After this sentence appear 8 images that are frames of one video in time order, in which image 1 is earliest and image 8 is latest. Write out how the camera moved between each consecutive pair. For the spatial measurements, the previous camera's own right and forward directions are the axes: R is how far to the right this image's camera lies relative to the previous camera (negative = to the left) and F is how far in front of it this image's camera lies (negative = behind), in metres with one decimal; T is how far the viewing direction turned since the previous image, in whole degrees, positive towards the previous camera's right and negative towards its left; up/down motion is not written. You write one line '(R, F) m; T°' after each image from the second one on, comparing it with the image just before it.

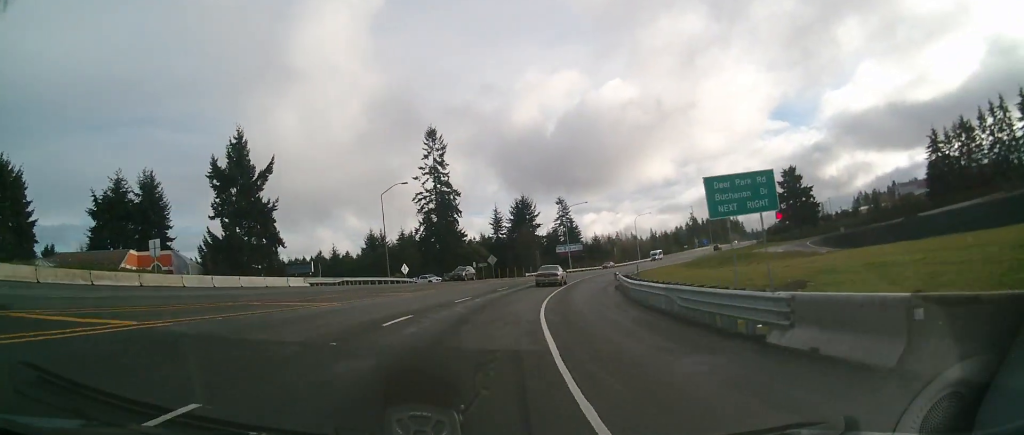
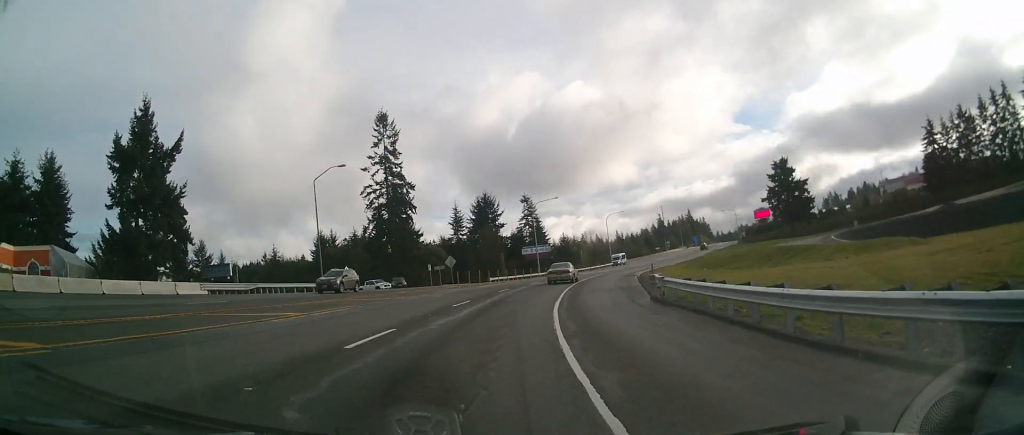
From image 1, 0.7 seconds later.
(+0.5, +15.7) m; +4°
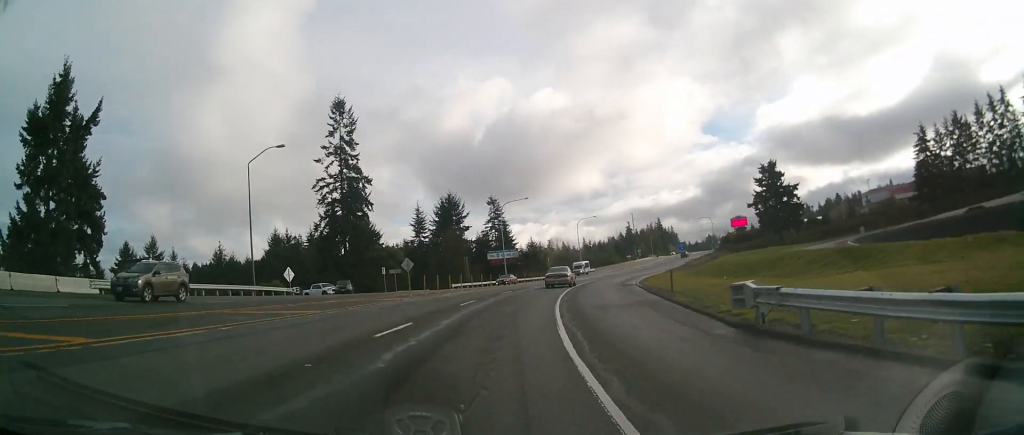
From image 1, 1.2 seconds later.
(-0.3, +10.5) m; +4°
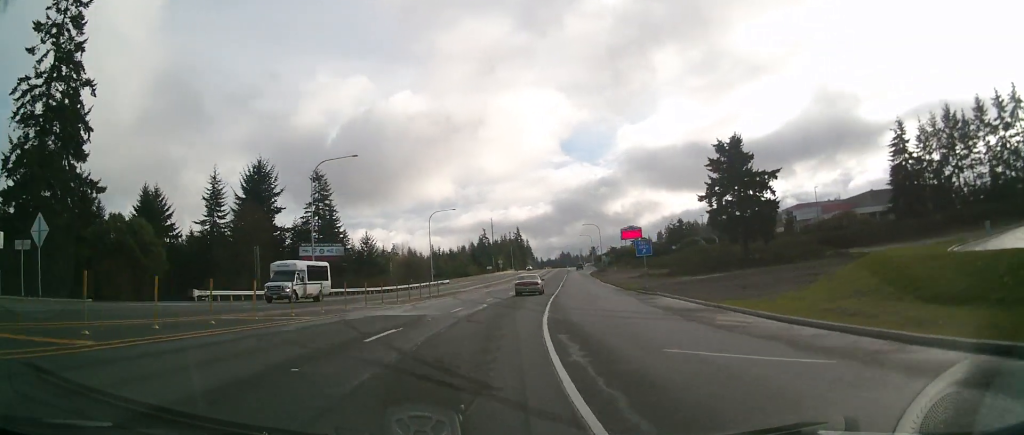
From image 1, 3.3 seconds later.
(+6.3, +47.0) m; +14°
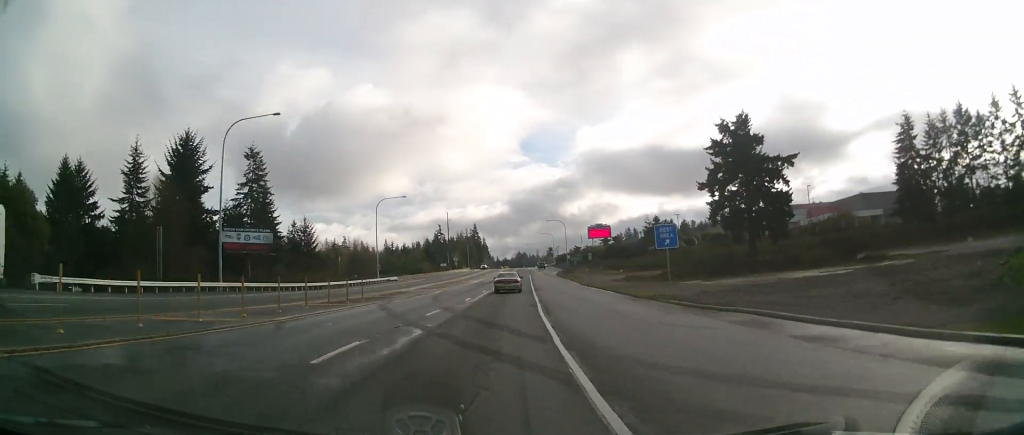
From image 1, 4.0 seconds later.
(+1.0, +15.8) m; +4°
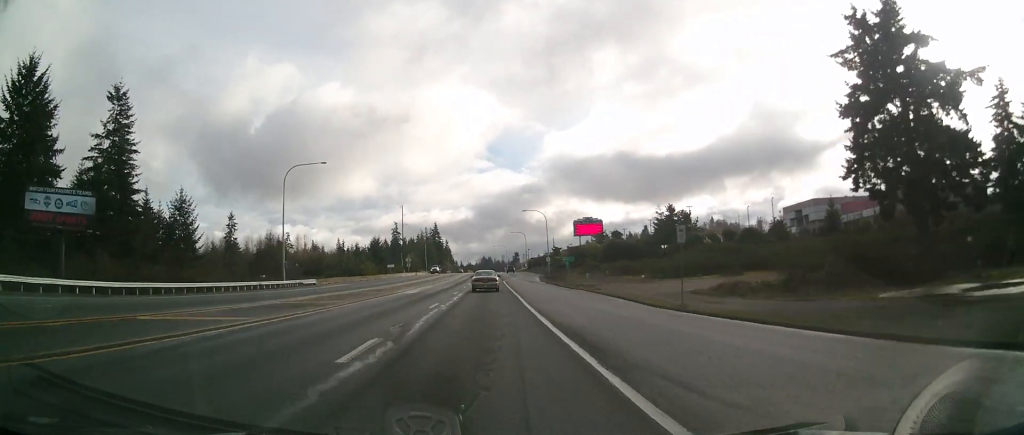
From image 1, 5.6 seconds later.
(+2.4, +36.6) m; +5°
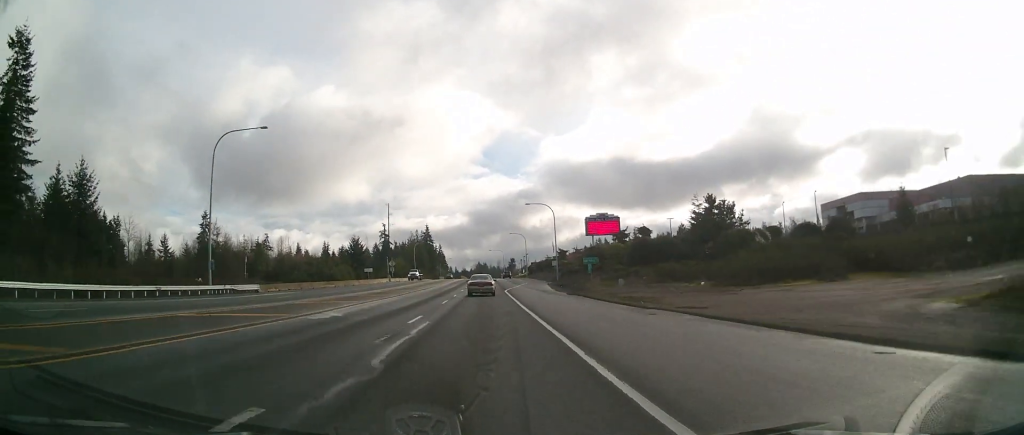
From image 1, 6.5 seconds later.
(+0.2, +21.6) m; +1°
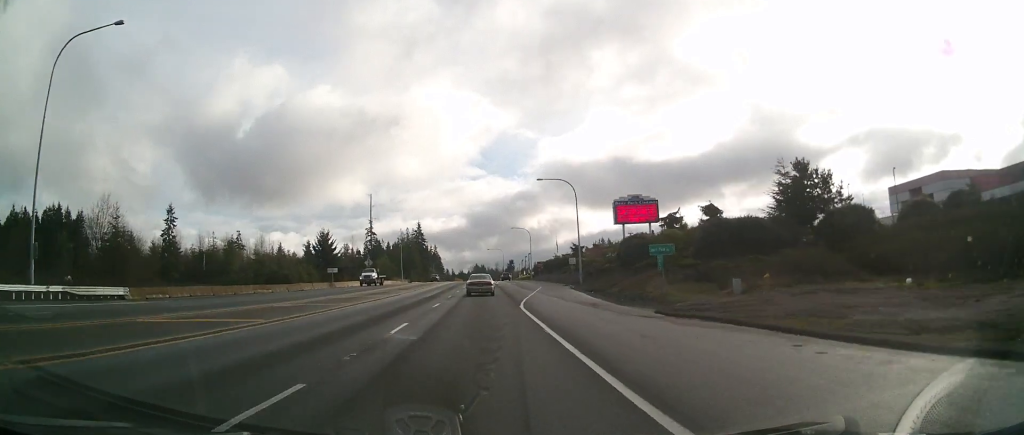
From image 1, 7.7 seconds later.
(+0.4, +27.1) m; +2°
